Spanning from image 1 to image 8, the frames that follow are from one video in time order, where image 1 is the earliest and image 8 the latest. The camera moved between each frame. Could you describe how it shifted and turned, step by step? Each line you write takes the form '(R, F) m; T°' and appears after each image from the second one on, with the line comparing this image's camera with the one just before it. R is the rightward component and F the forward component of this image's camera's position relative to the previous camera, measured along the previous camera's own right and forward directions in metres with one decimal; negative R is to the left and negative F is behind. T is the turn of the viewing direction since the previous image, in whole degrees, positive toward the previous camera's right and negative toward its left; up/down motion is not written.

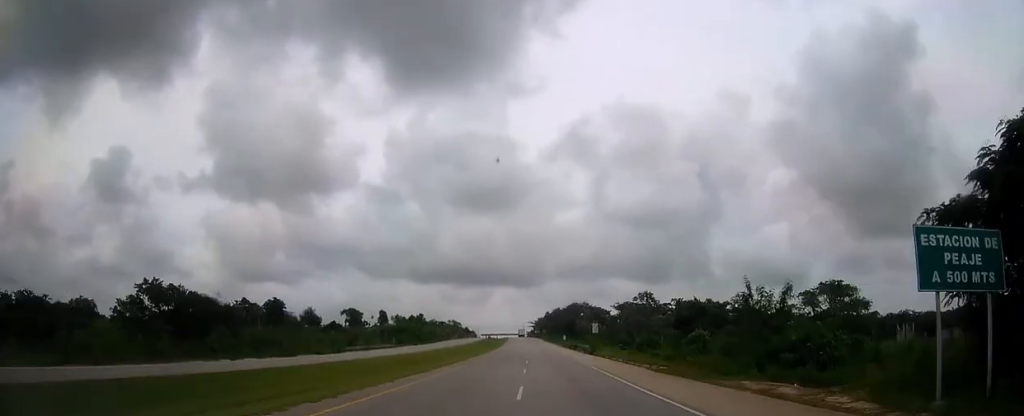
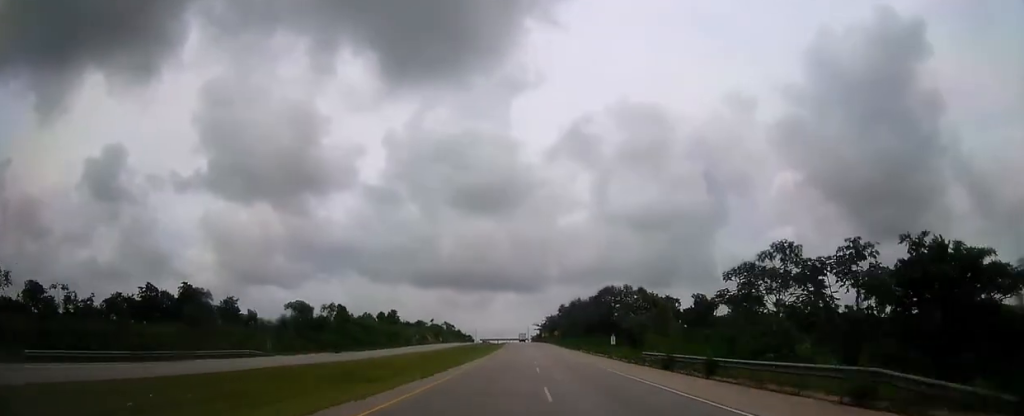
(-0.1, +58.9) m; -1°
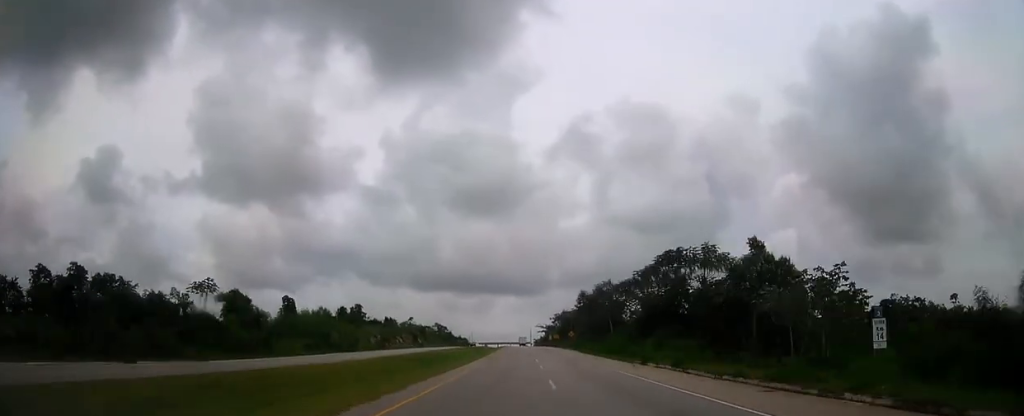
(-0.4, +44.2) m; 0°
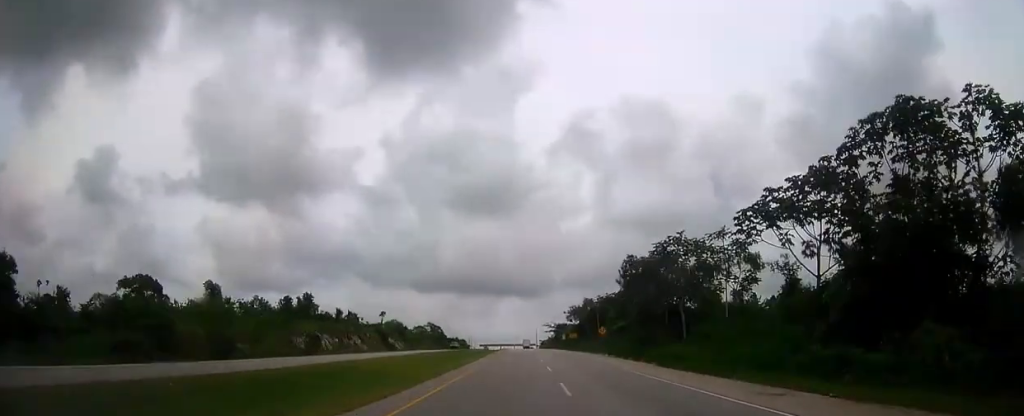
(-0.1, +38.0) m; 0°
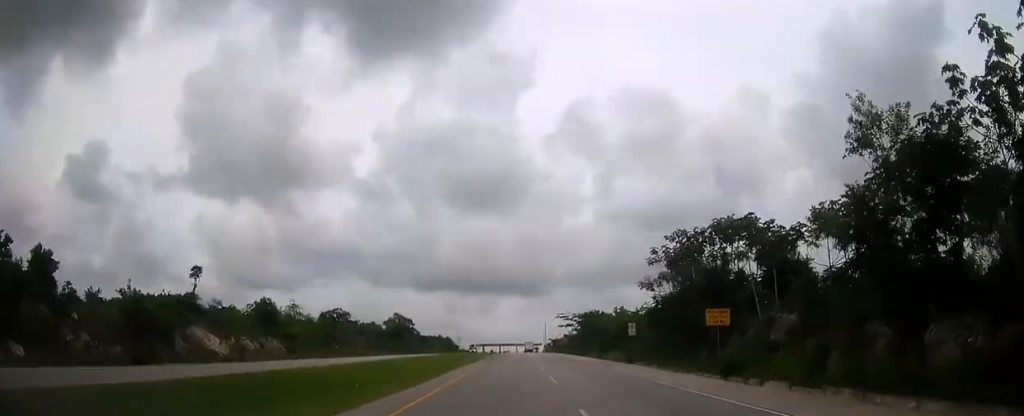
(-0.3, +79.3) m; 0°
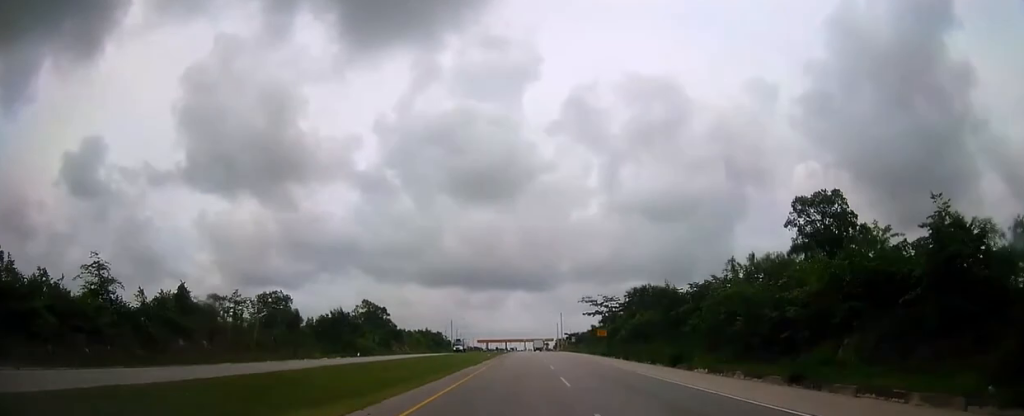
(-0.2, +50.7) m; 0°
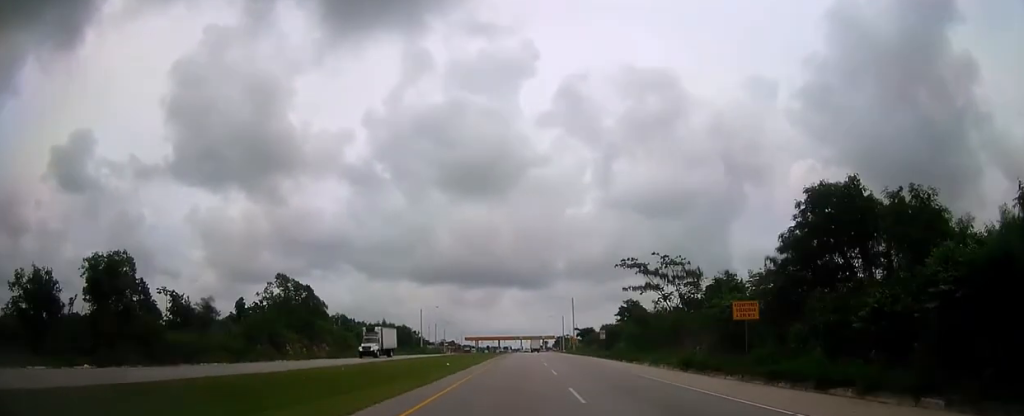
(-0.2, +54.1) m; 0°
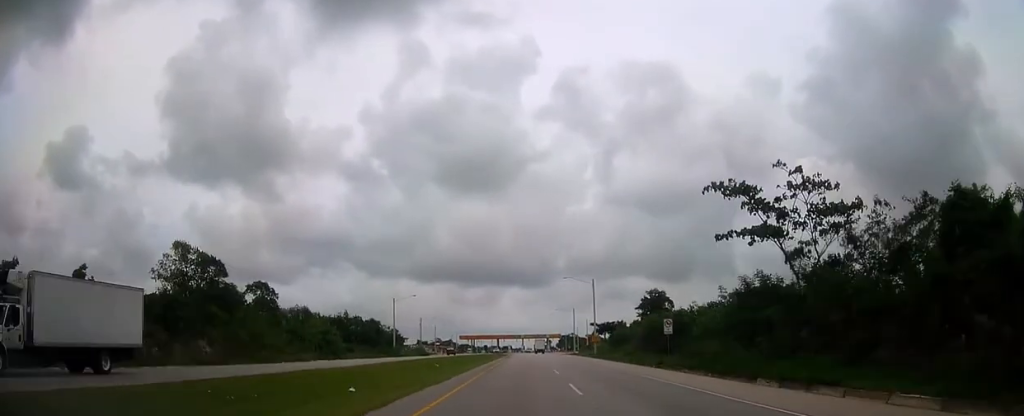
(0.0, +34.5) m; 0°
